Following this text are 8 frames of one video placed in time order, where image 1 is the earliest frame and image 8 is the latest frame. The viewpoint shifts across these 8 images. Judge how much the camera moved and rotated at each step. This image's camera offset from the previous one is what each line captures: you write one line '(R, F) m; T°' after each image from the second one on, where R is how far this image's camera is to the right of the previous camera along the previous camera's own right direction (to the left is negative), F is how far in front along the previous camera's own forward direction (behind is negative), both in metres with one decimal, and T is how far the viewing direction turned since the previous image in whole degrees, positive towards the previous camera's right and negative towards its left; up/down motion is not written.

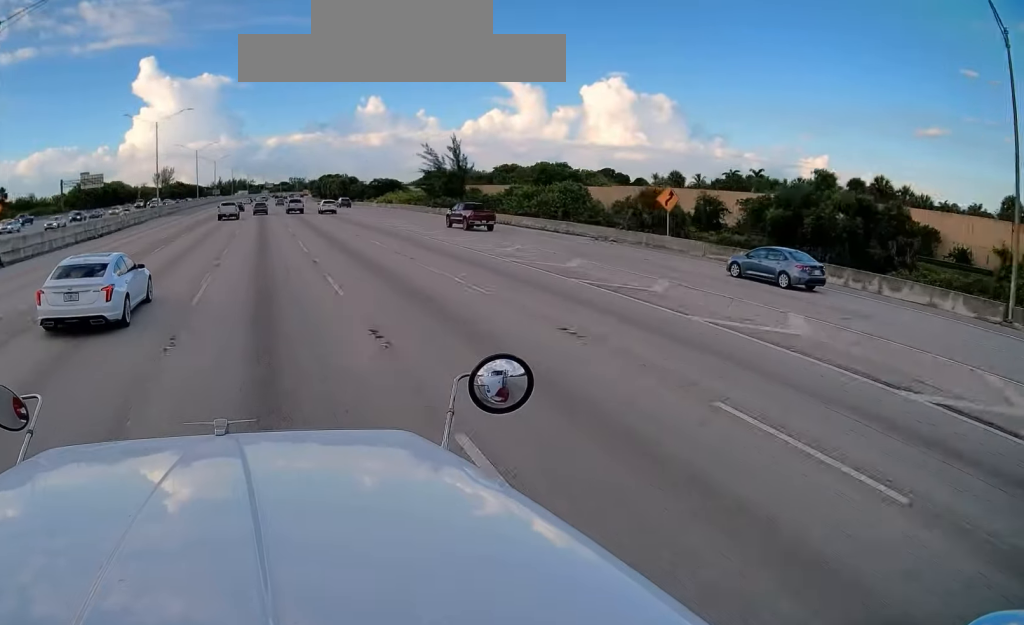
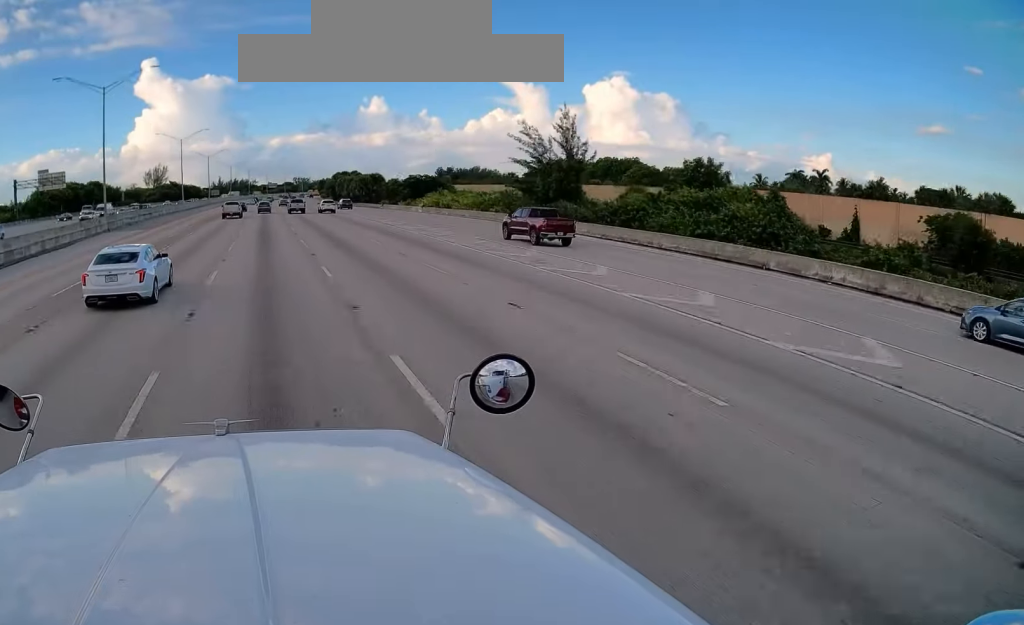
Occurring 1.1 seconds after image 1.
(0.0, +32.5) m; 0°
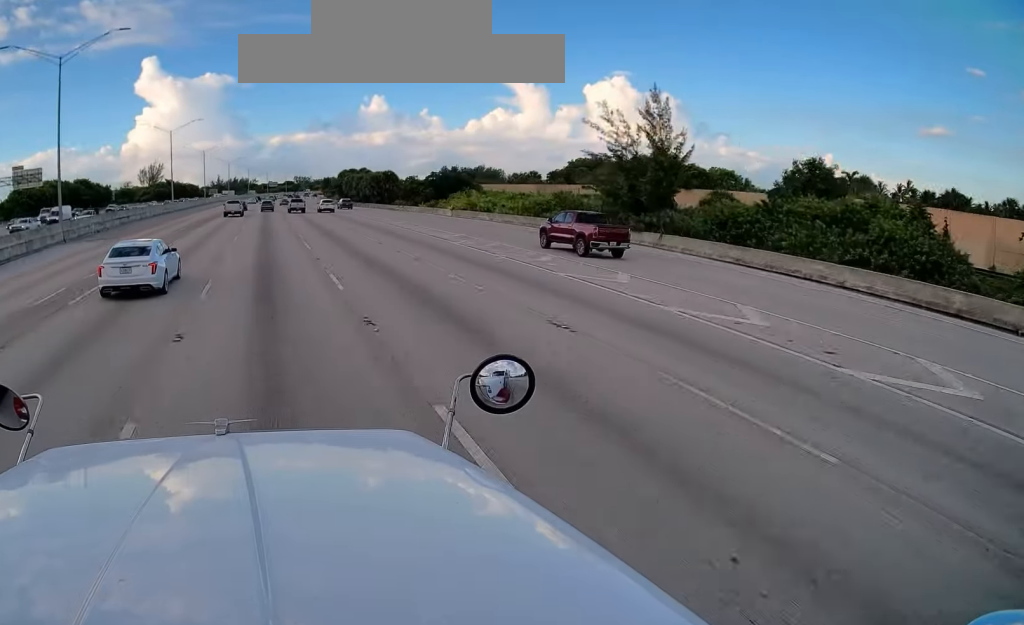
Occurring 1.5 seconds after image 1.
(-0.2, +14.3) m; 0°
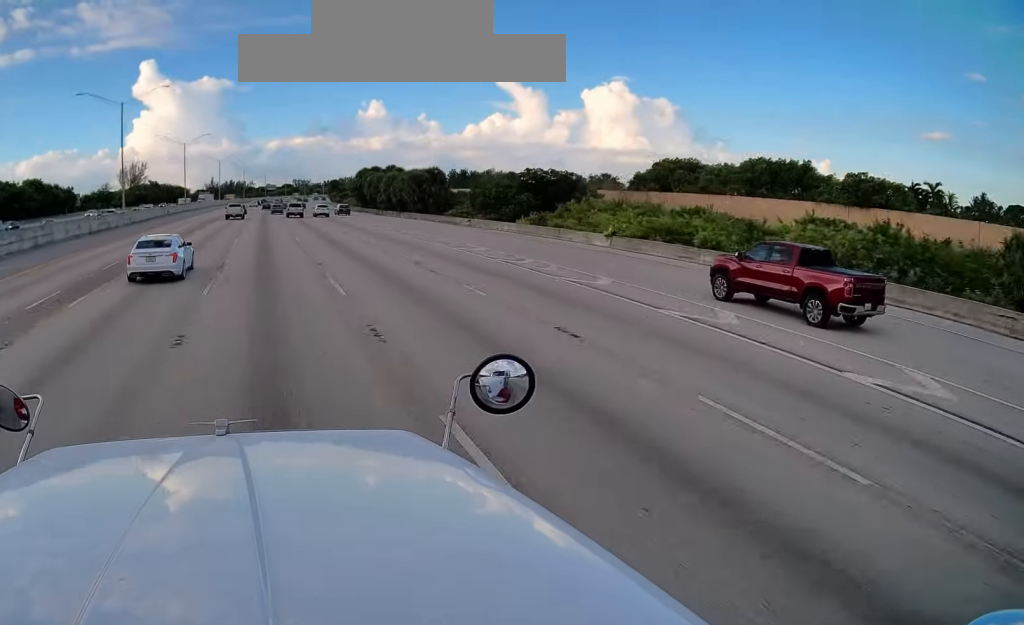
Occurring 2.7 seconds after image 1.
(+0.3, +37.2) m; 0°
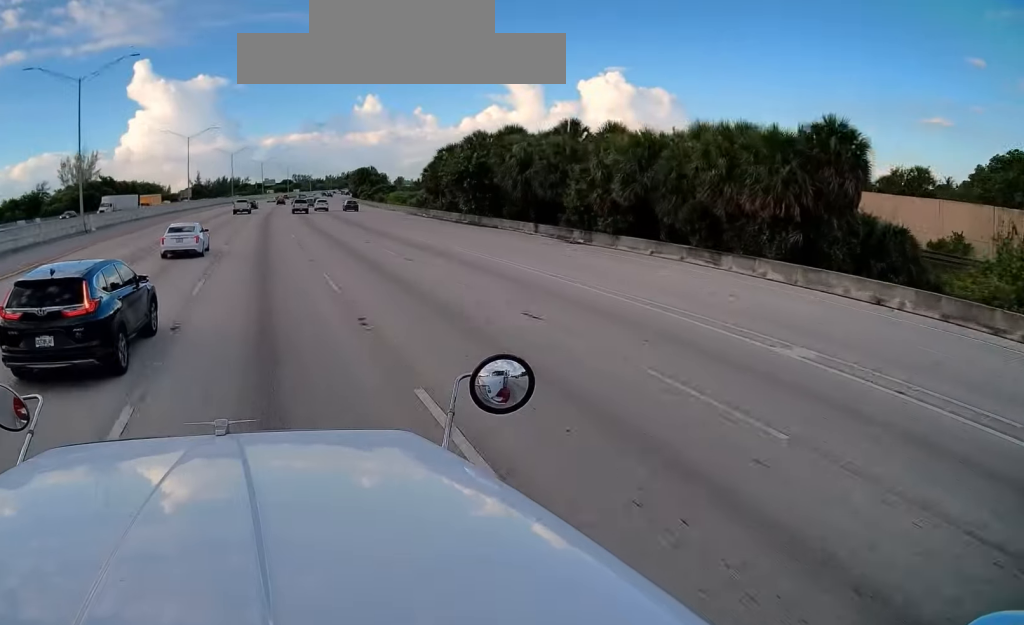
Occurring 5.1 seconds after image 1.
(+0.5, +73.0) m; 0°
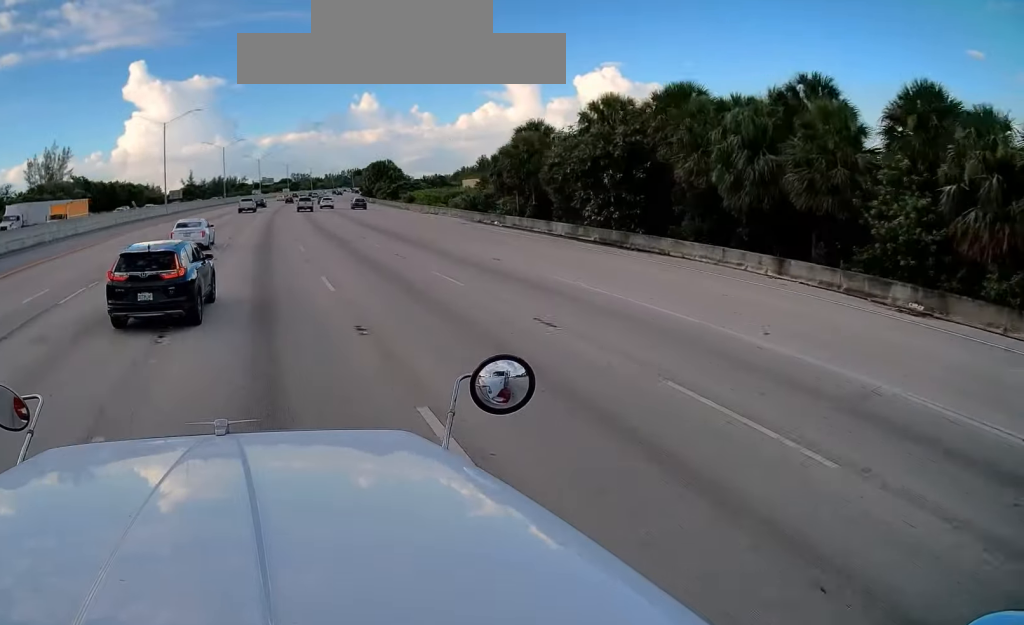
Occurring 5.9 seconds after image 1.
(-0.2, +27.6) m; 0°
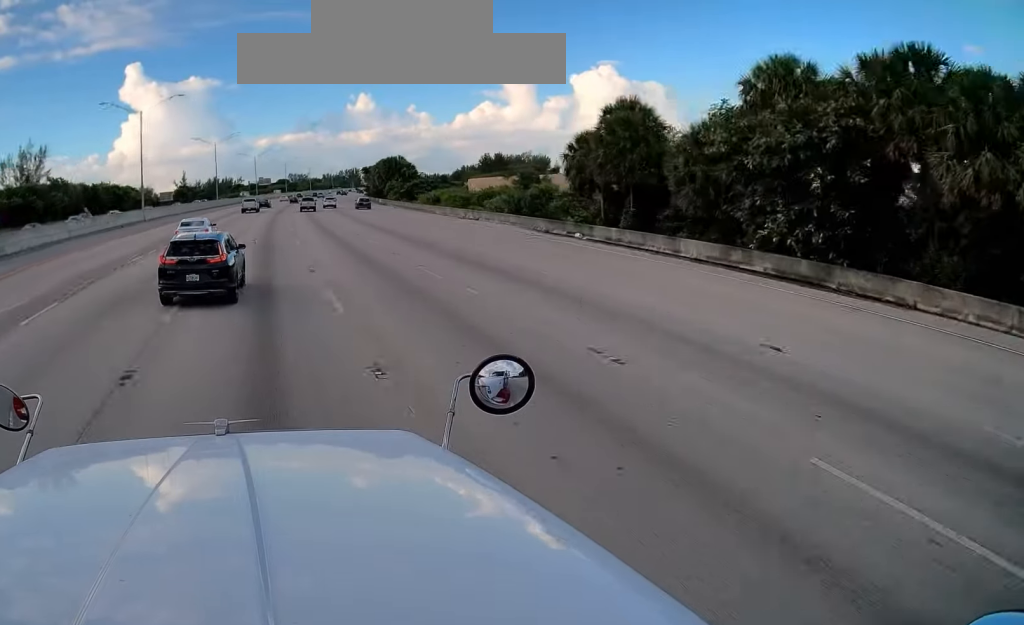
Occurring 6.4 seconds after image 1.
(0.0, +16.1) m; +1°
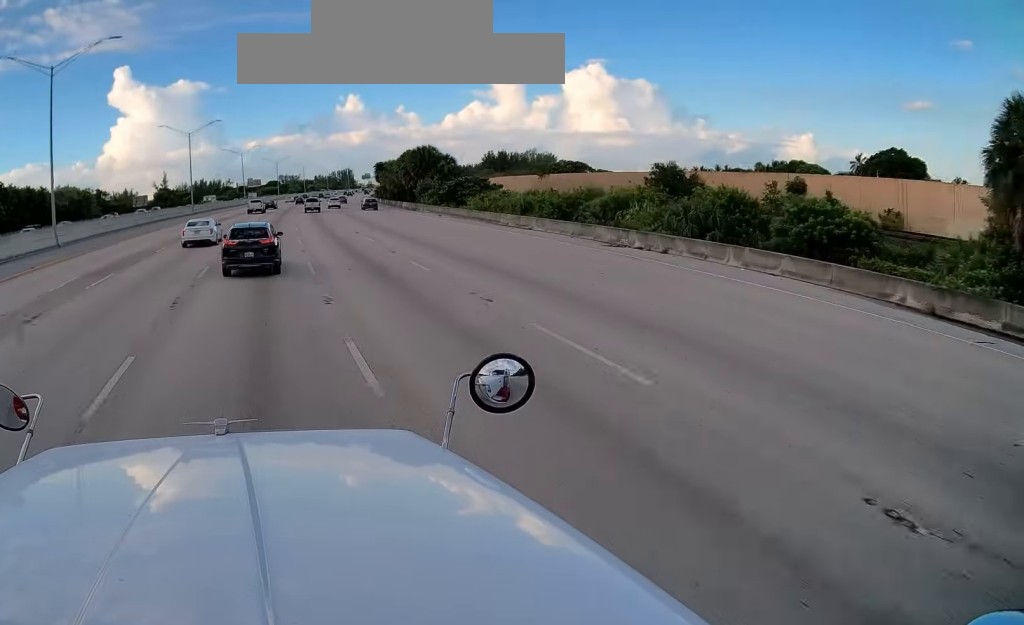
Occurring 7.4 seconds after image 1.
(+0.4, +32.2) m; +1°
